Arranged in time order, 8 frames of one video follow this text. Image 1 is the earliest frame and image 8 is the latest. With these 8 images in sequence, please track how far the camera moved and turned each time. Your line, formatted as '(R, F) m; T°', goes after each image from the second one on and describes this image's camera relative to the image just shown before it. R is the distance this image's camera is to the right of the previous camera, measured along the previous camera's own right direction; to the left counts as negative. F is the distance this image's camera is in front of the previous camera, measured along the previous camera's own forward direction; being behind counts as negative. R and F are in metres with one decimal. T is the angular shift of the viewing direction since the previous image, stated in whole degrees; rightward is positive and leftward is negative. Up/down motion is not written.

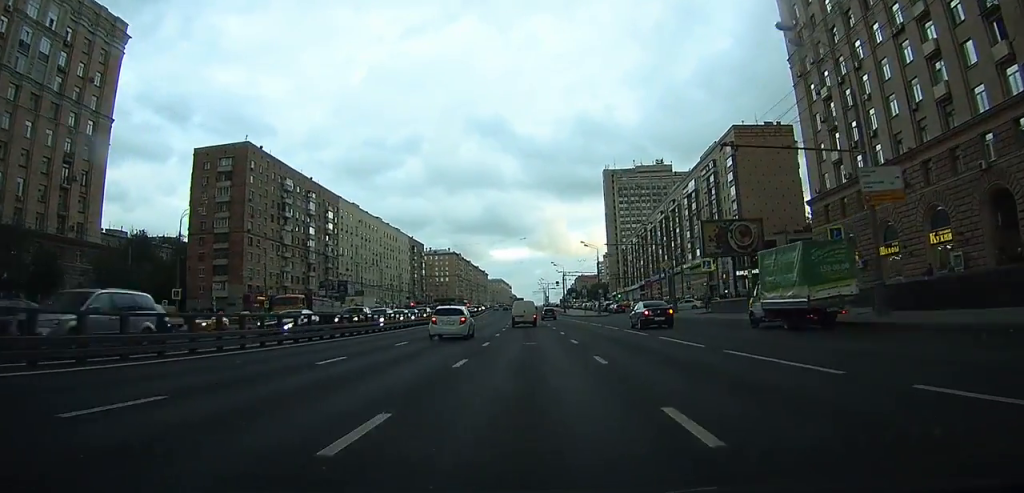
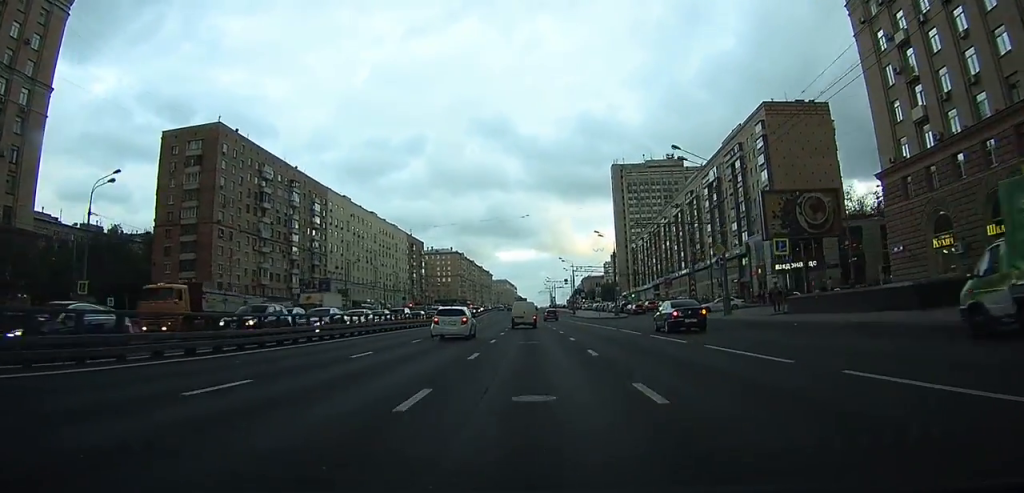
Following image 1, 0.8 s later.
(0.0, +13.8) m; 0°
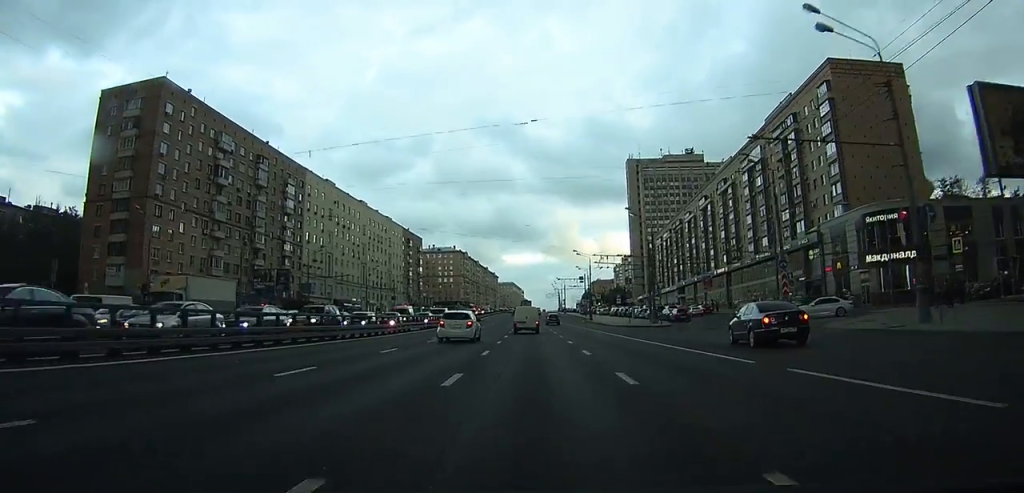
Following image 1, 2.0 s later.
(-0.1, +21.6) m; 0°
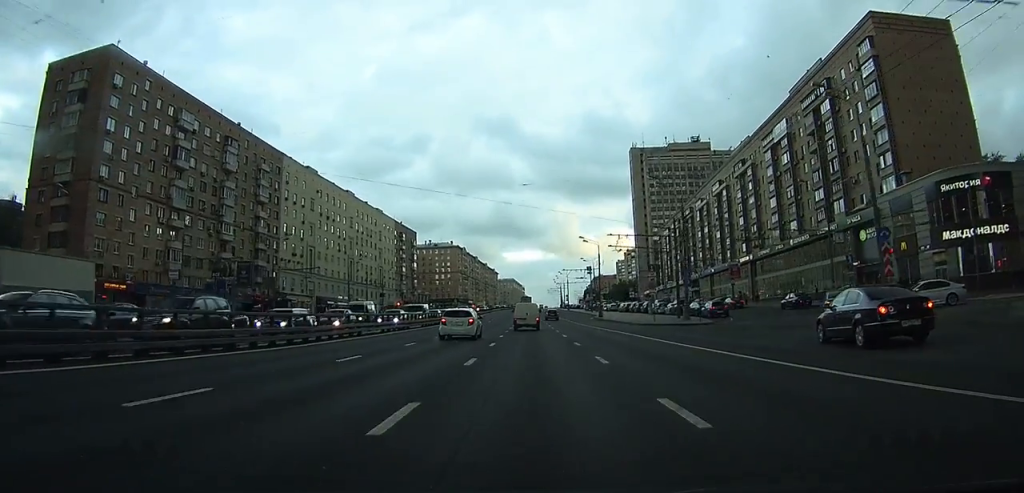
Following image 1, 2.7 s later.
(0.0, +12.7) m; 0°
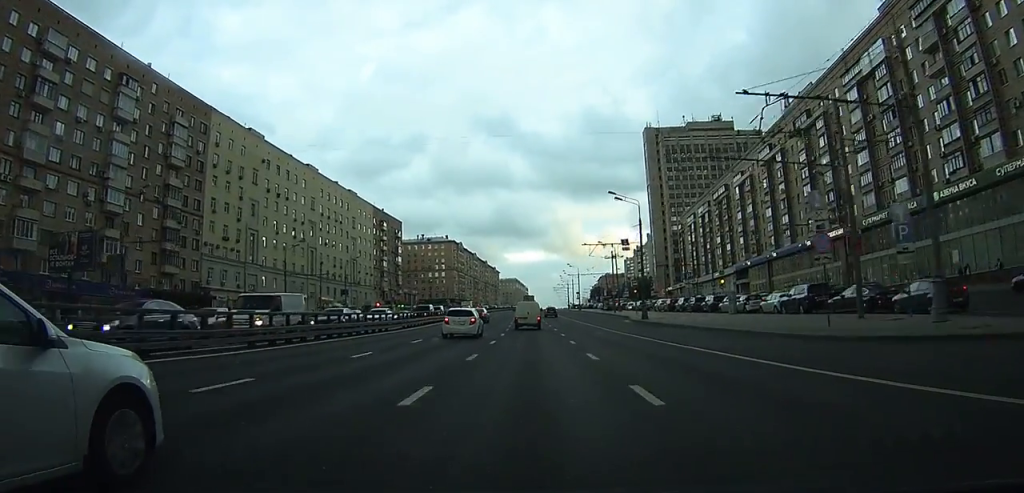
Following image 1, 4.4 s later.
(0.0, +31.1) m; 0°
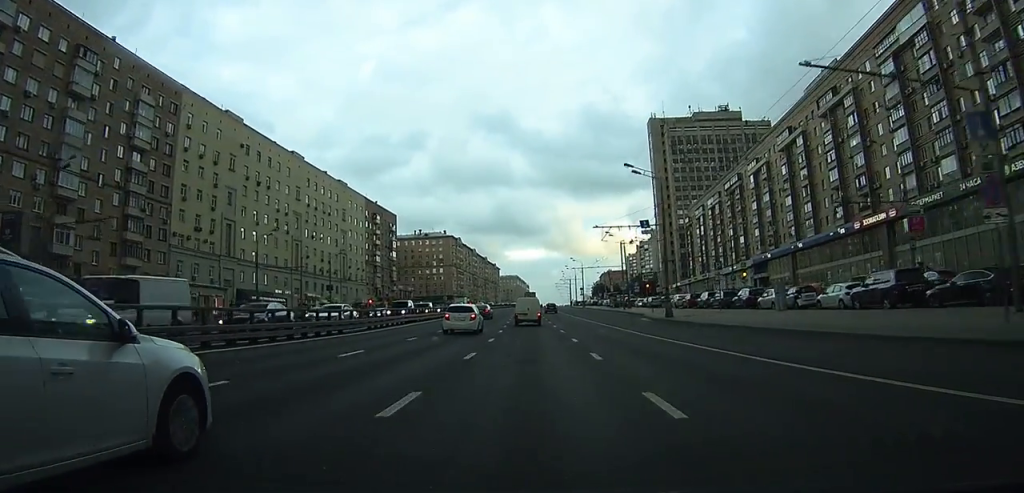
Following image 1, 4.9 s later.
(-0.1, +9.2) m; 0°
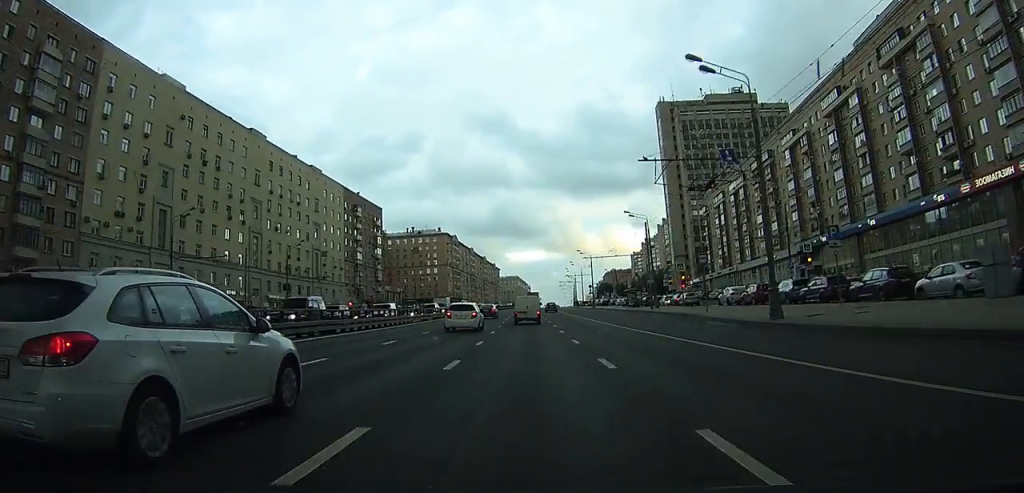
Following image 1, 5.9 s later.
(+0.2, +19.7) m; 0°
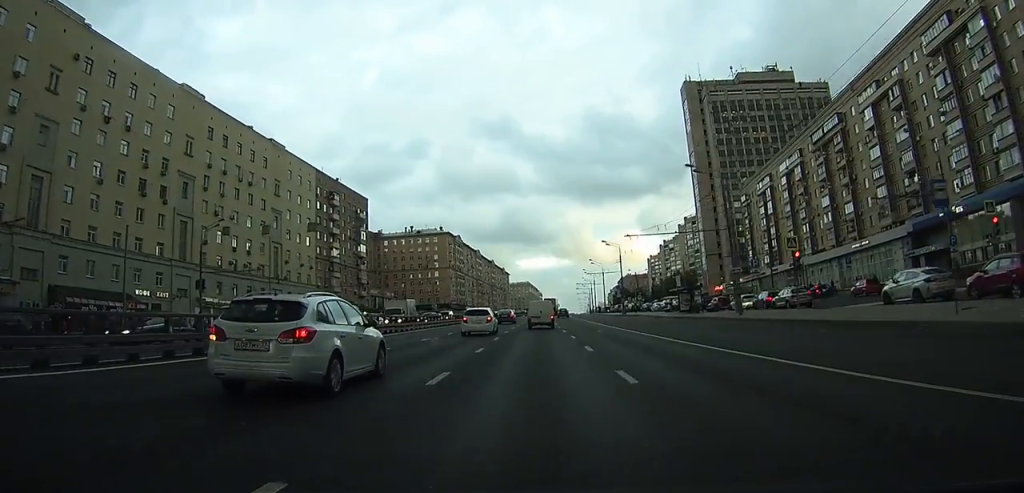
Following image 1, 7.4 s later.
(-0.4, +26.9) m; -2°
